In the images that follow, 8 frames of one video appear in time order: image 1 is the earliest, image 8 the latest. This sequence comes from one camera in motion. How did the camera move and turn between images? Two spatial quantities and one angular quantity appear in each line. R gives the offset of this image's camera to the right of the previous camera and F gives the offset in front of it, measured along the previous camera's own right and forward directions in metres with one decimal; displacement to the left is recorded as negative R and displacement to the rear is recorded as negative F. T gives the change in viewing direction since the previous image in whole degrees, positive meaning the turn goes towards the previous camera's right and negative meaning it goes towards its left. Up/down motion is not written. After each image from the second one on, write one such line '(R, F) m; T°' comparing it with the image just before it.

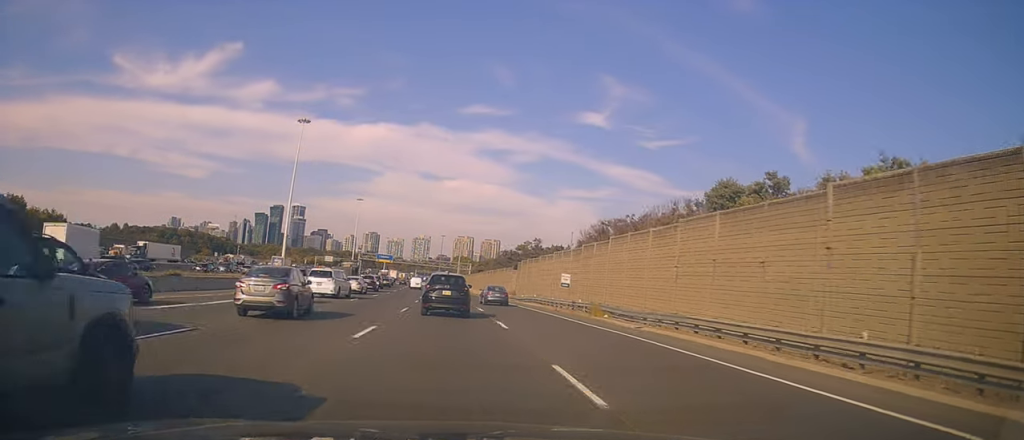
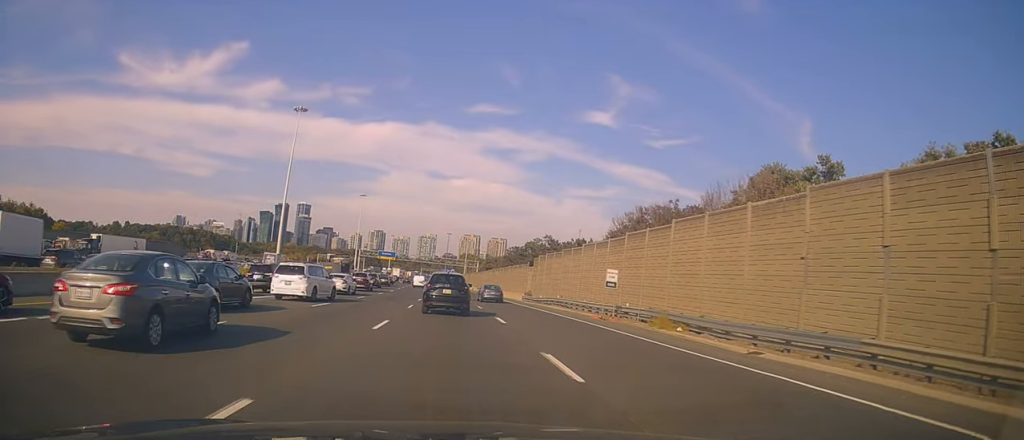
(-0.3, +9.5) m; -1°
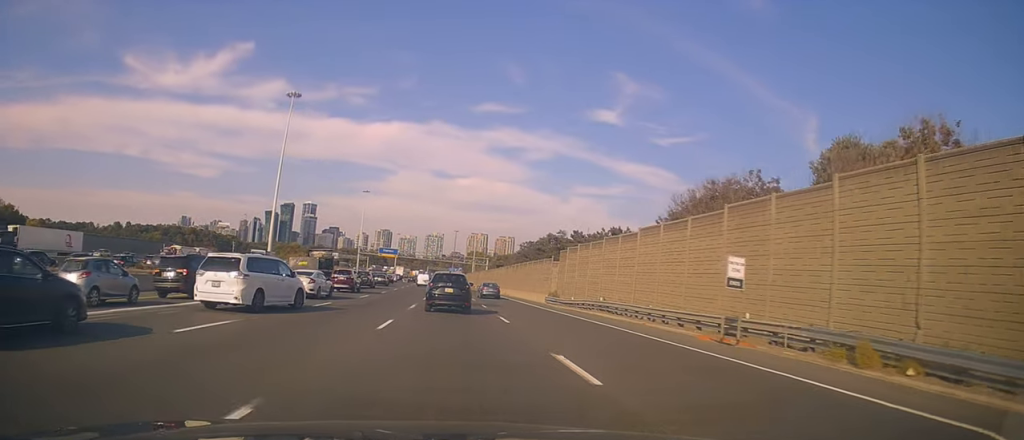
(-0.1, +12.0) m; -1°
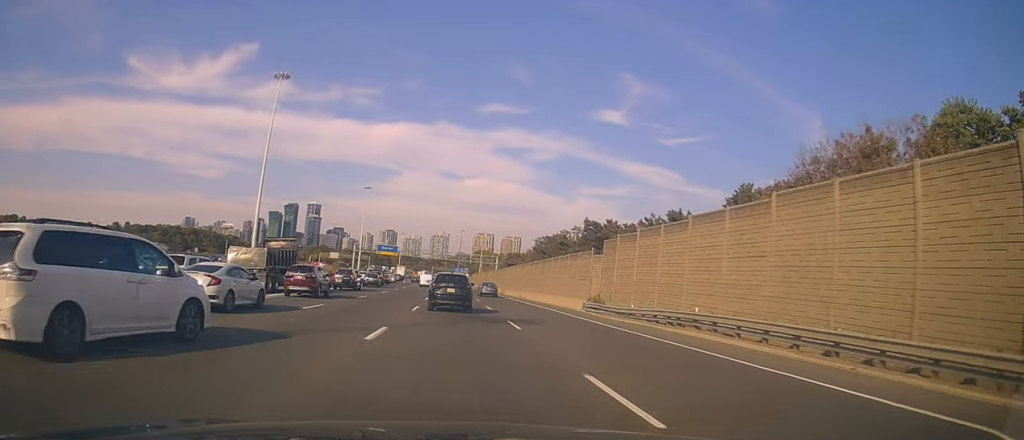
(-0.1, +13.9) m; -1°
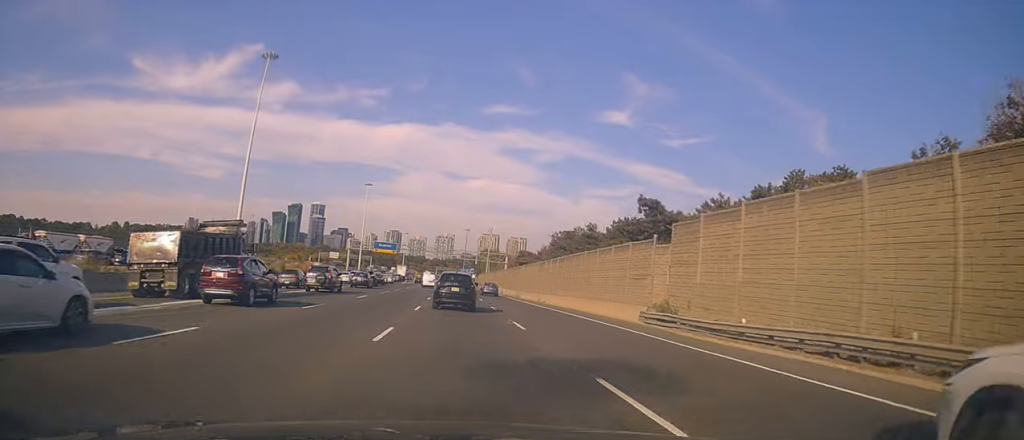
(-0.1, +11.7) m; -1°
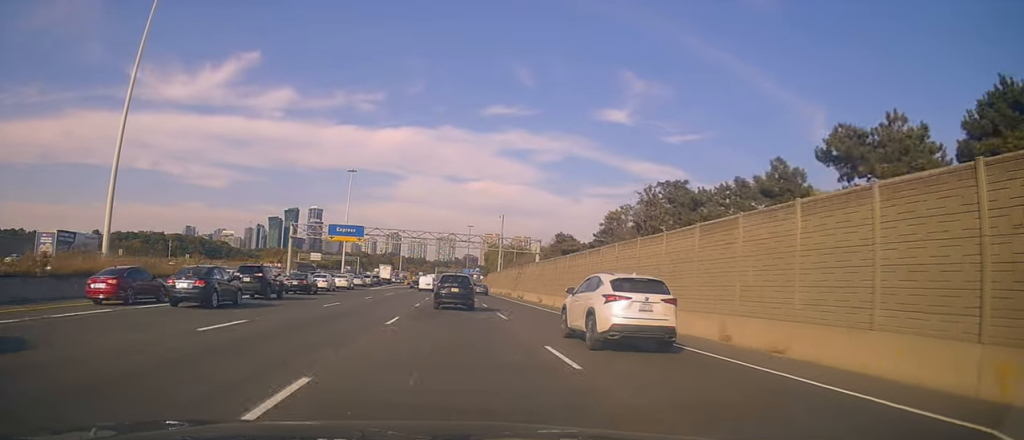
(-0.1, +41.6) m; 0°
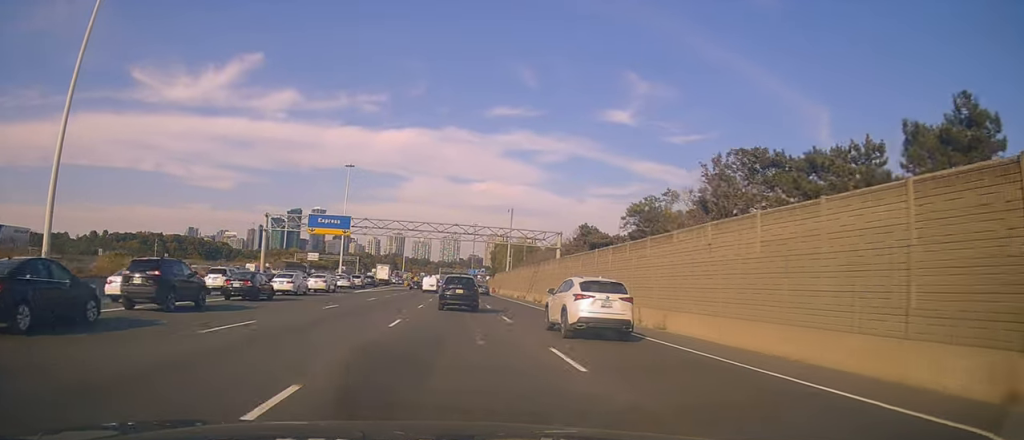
(-0.1, +12.0) m; 0°
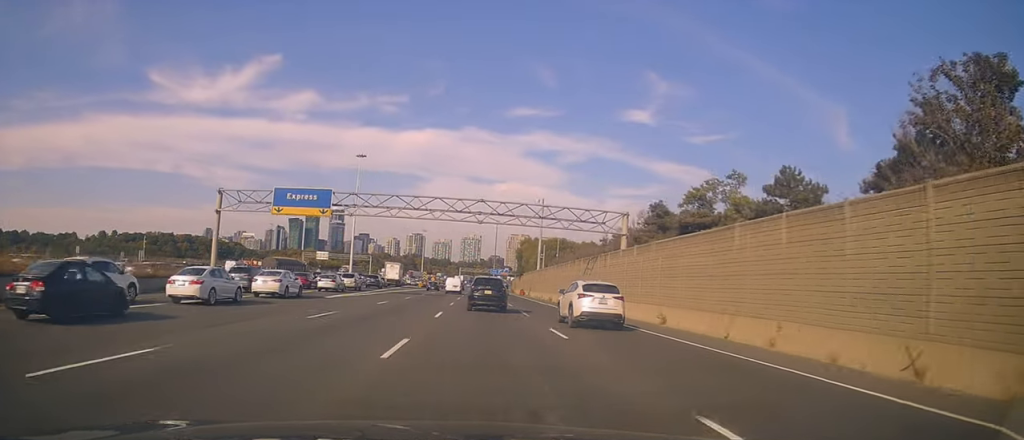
(0.0, +18.0) m; +1°
